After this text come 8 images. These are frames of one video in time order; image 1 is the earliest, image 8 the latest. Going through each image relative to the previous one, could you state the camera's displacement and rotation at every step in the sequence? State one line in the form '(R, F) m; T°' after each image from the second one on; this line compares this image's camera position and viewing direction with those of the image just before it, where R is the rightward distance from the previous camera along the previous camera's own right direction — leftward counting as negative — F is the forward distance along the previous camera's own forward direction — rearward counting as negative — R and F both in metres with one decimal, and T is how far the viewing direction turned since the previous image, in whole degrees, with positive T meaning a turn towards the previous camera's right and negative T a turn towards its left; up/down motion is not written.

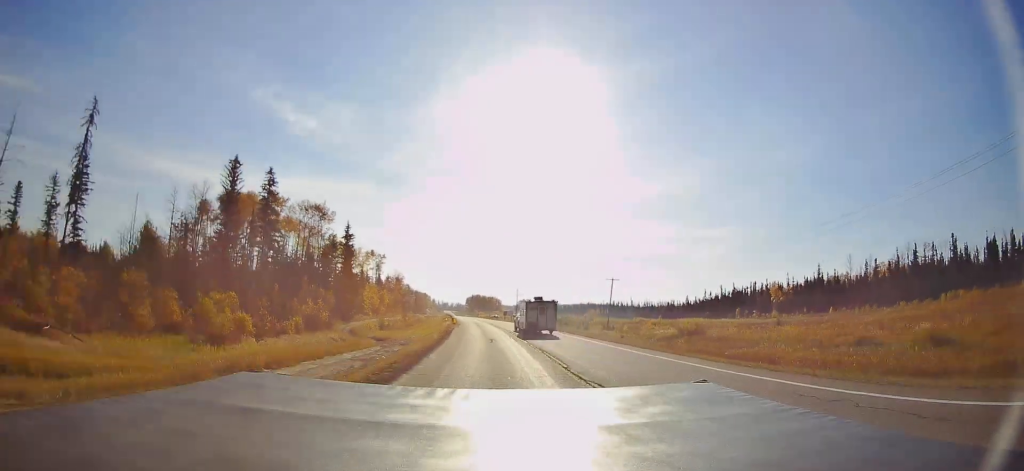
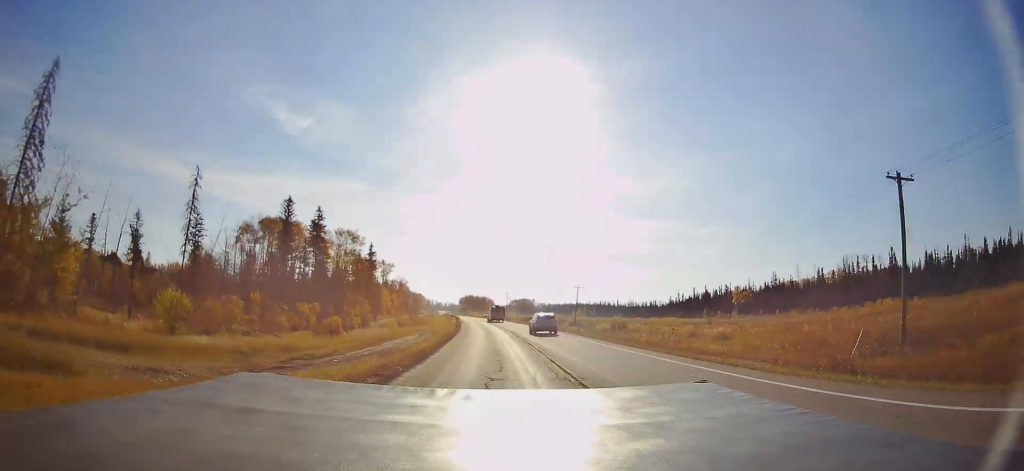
(-0.1, +26.0) m; +1°
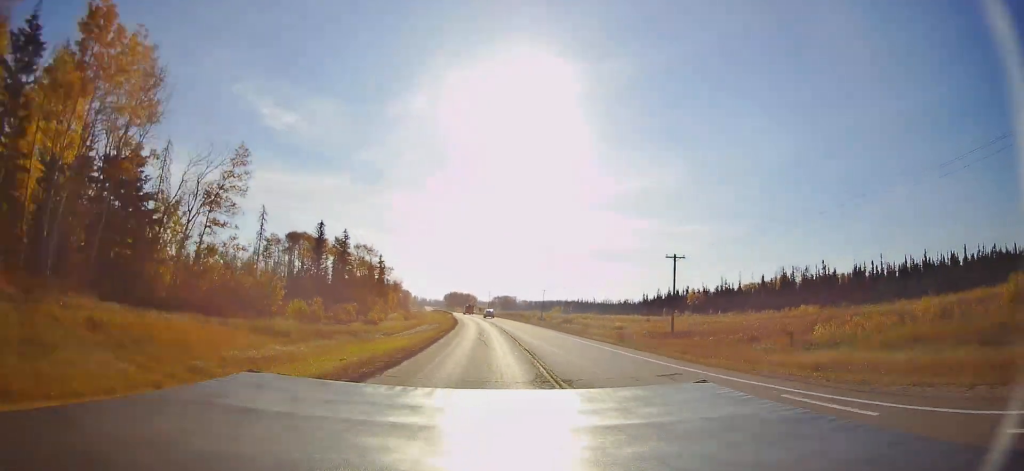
(+0.5, +31.7) m; +2°
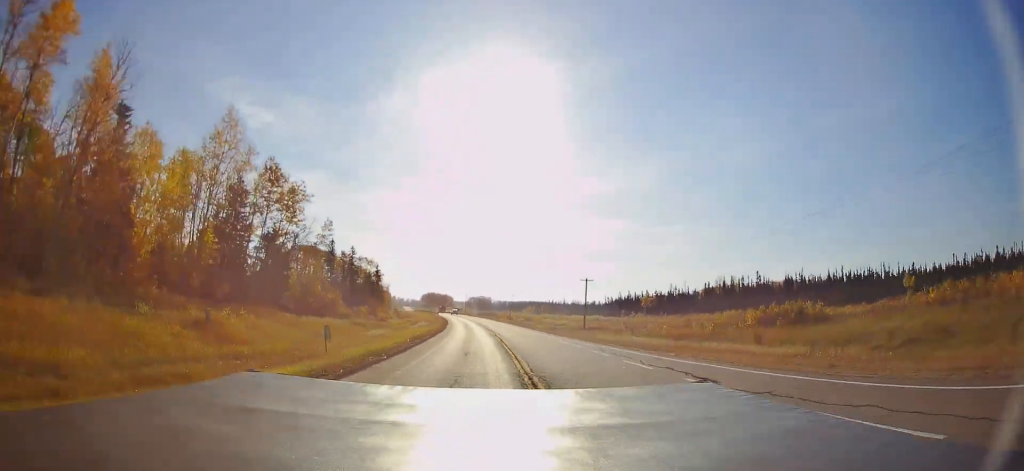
(+0.5, +33.7) m; +2°
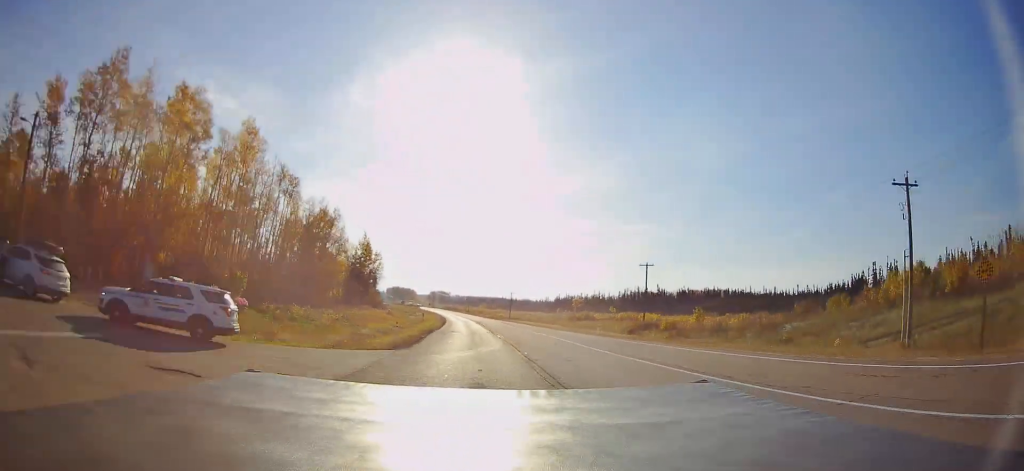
(+3.1, +75.4) m; +4°
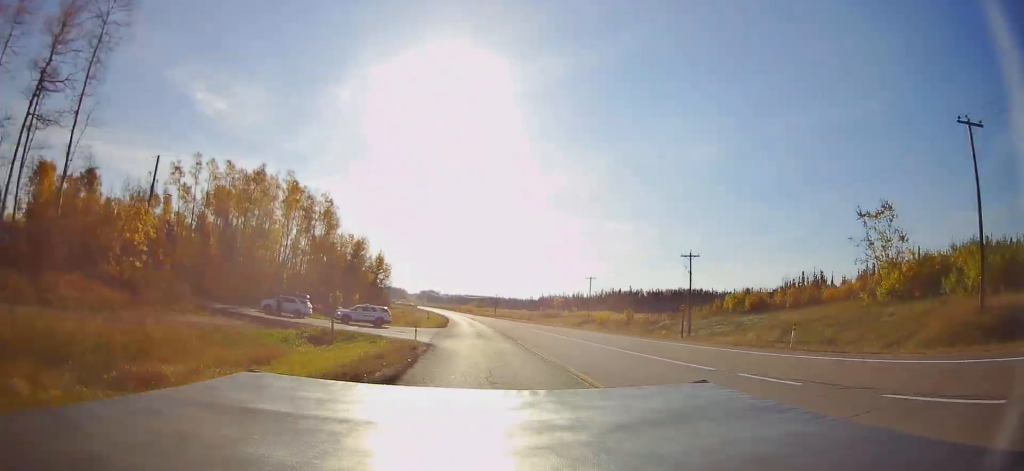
(+0.3, +32.1) m; +3°
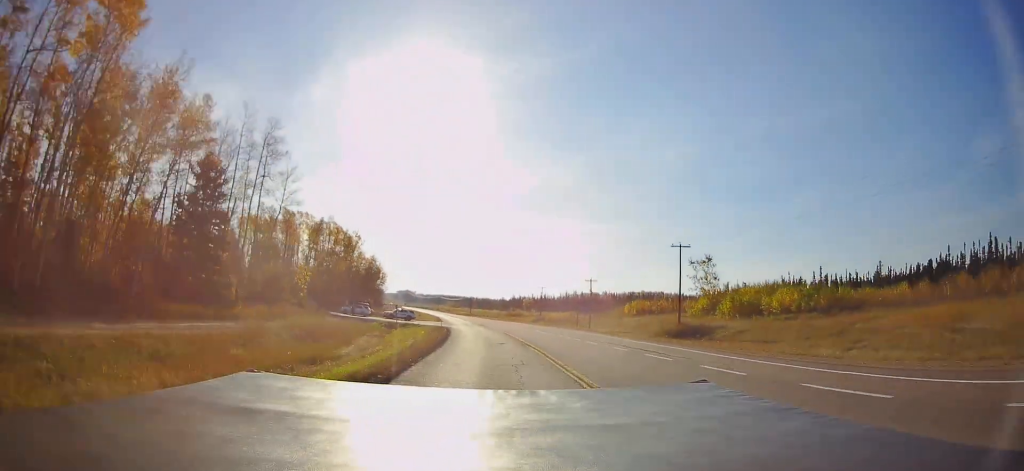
(+1.0, +38.3) m; +4°
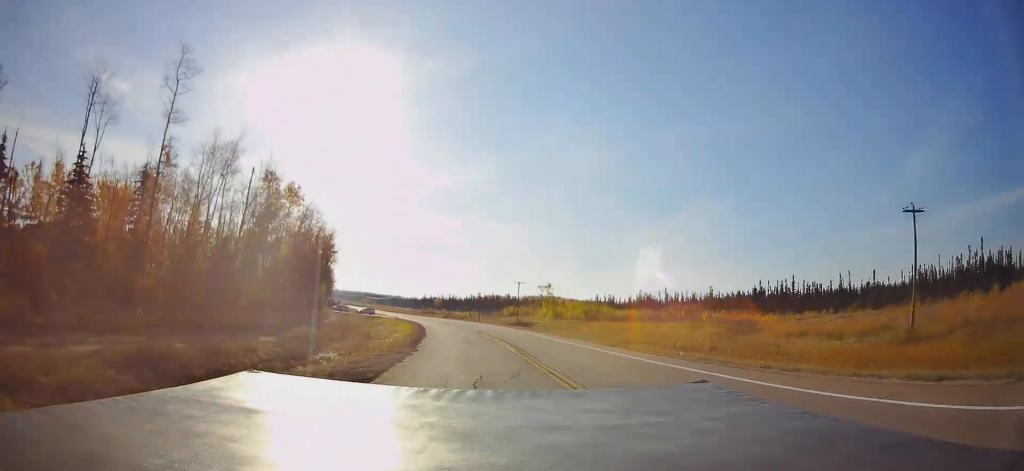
(+3.6, +59.2) m; +6°
